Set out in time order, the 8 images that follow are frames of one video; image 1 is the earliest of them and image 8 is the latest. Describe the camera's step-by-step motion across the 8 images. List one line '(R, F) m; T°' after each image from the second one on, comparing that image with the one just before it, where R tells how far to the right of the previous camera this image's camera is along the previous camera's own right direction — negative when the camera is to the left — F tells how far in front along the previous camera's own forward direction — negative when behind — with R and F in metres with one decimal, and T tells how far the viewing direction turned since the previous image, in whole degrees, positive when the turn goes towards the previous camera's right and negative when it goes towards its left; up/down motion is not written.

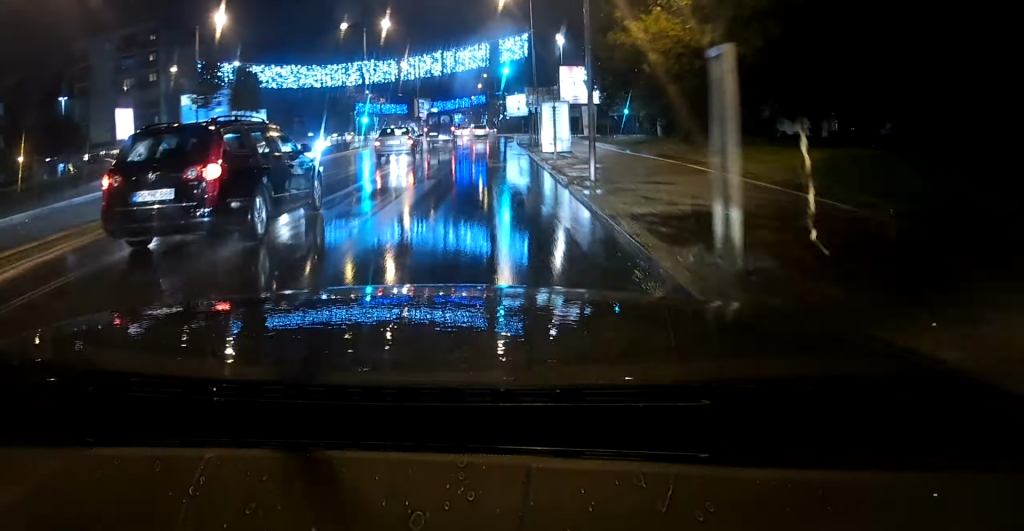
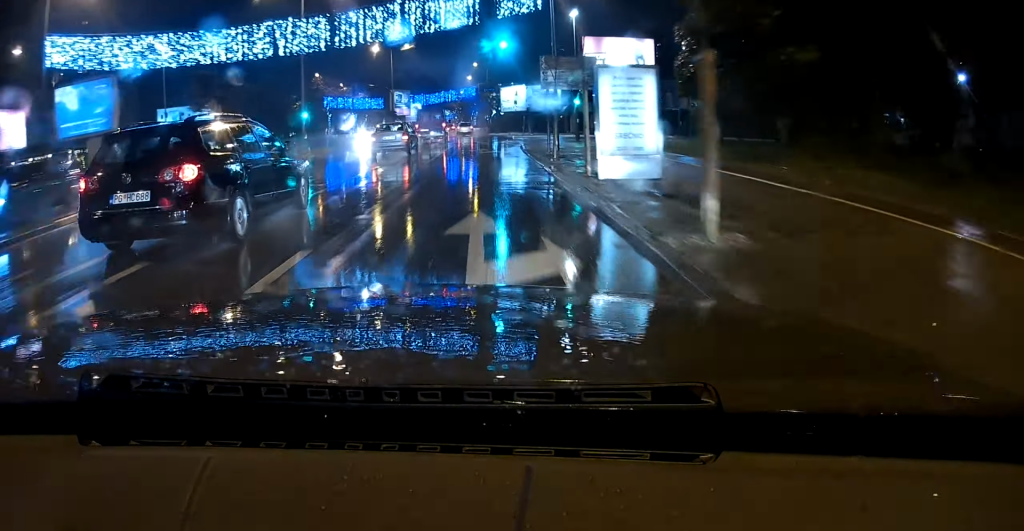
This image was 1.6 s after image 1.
(+0.5, +15.9) m; +1°
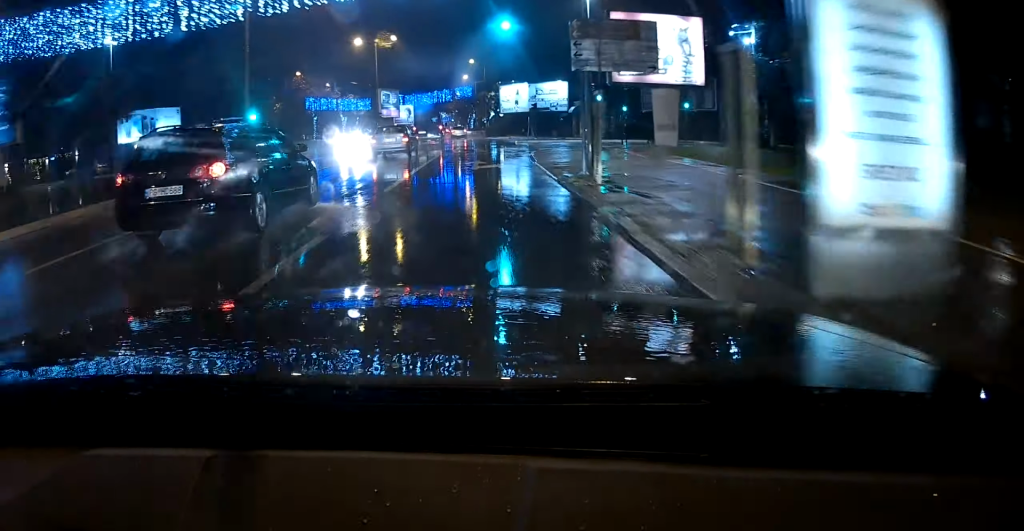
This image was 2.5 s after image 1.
(0.0, +8.1) m; +1°
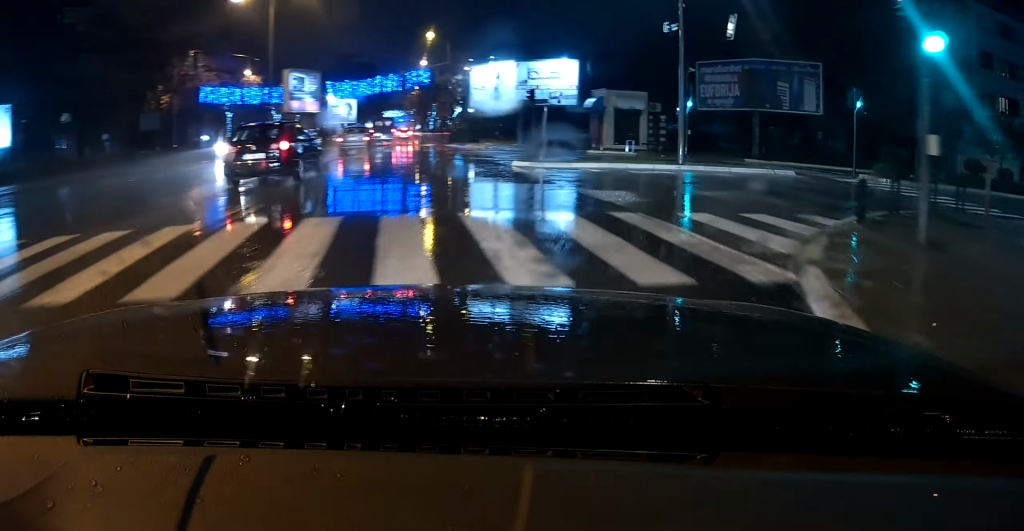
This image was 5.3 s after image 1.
(+0.9, +23.3) m; +18°
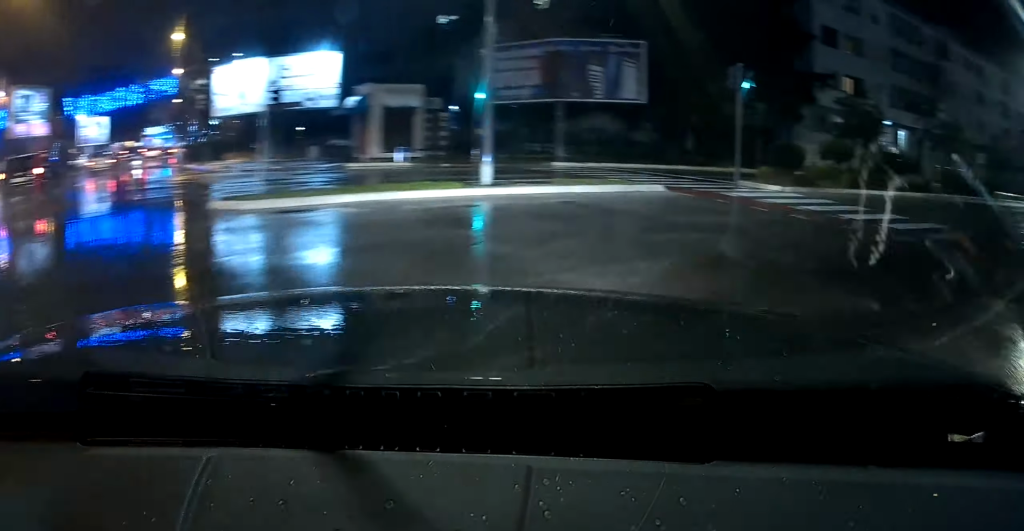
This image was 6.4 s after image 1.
(+0.9, +7.7) m; +18°
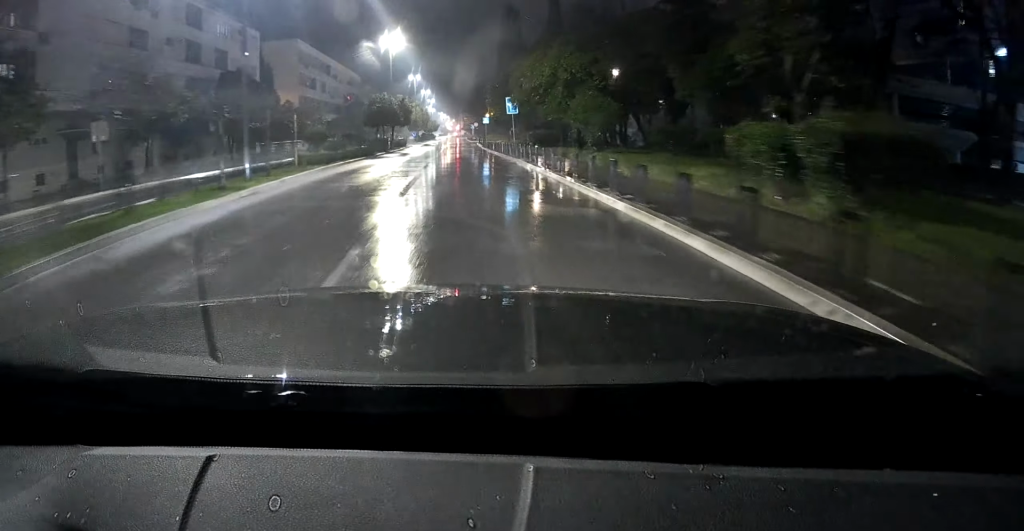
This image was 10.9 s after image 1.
(+20.7, +25.5) m; +53°
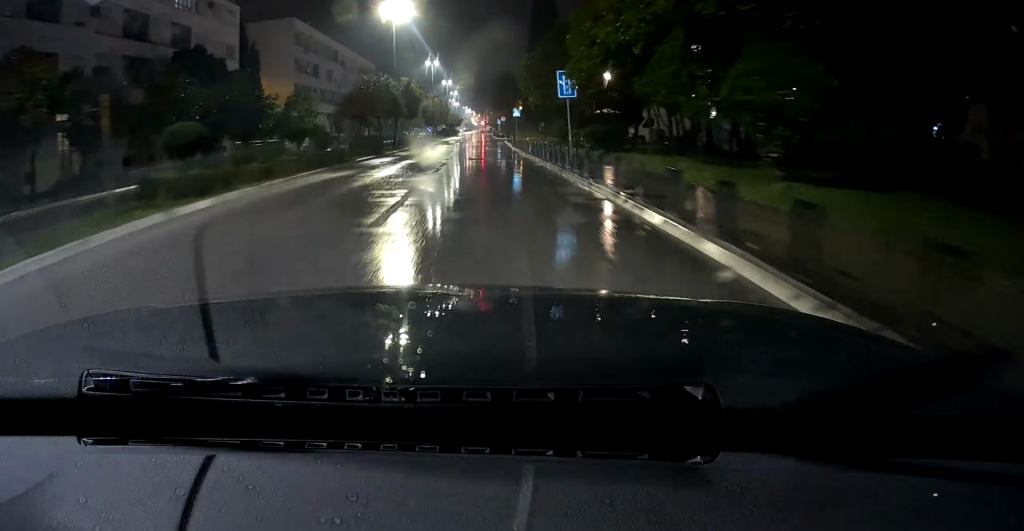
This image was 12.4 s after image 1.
(+0.2, +13.1) m; 0°
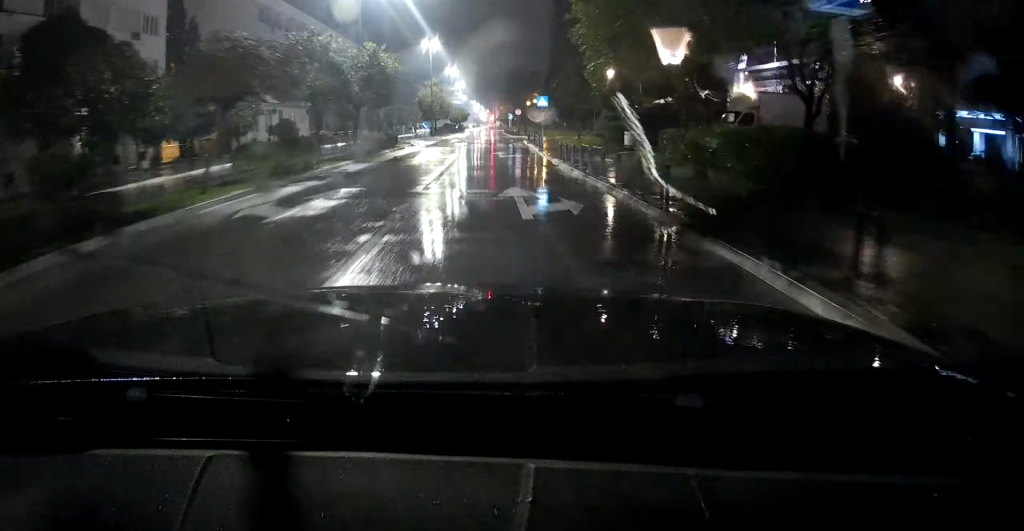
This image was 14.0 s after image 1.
(-0.2, +15.8) m; -1°
